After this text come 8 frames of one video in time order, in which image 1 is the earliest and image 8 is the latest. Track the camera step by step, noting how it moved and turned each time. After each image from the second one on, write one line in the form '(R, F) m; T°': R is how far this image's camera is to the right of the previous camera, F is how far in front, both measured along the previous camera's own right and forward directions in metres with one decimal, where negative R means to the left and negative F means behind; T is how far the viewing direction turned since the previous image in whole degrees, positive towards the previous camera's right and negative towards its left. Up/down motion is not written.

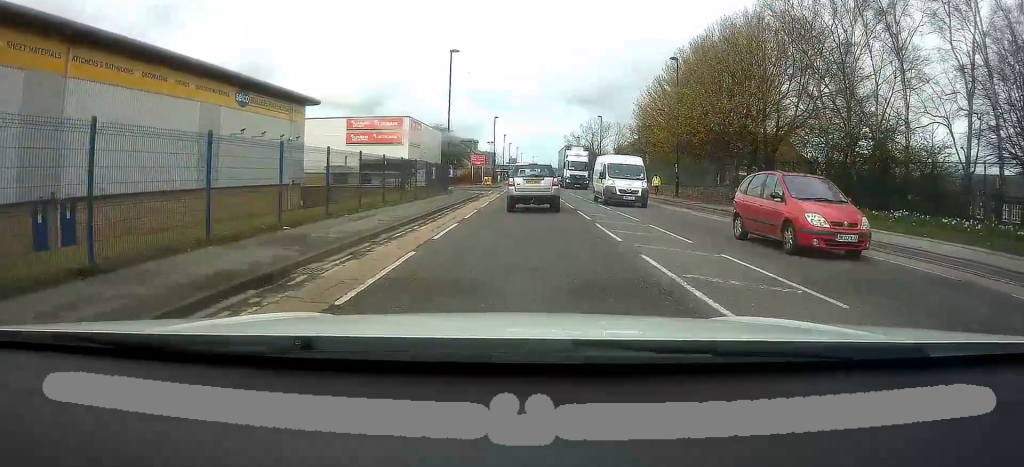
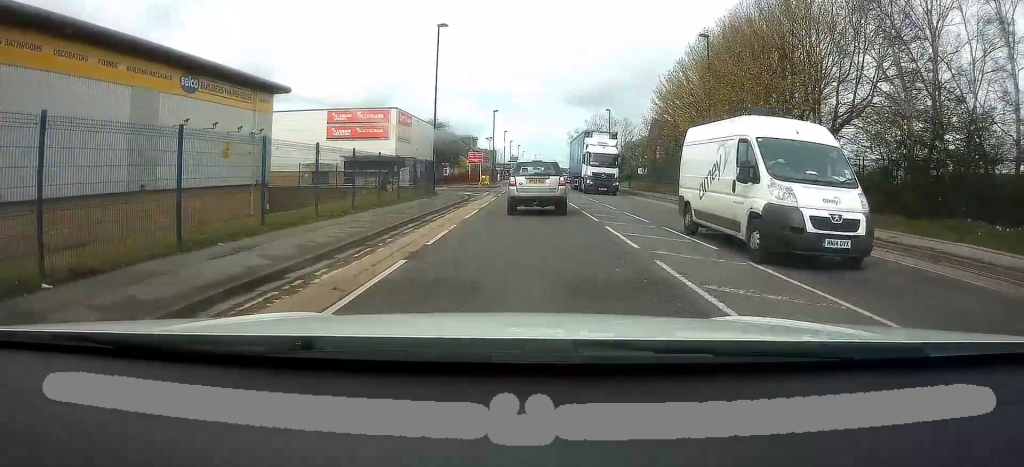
(0.0, +6.6) m; -3°
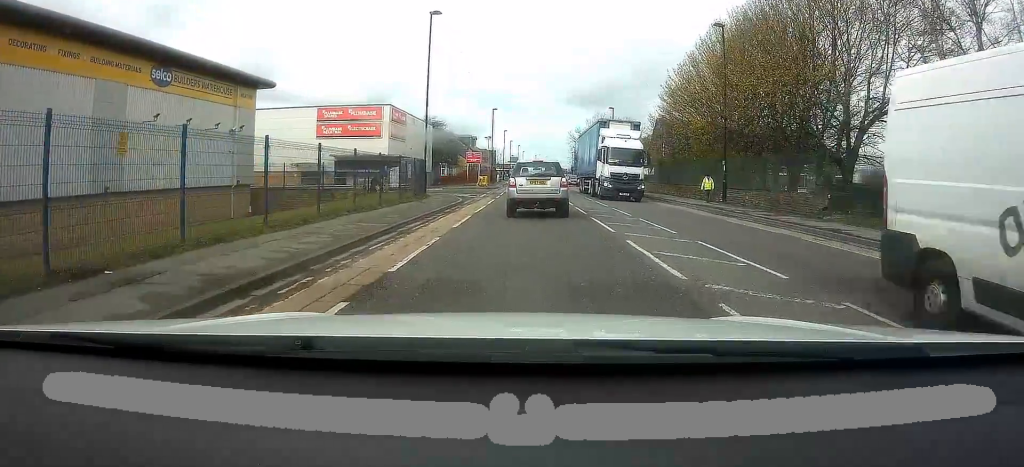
(-0.1, +2.8) m; -1°
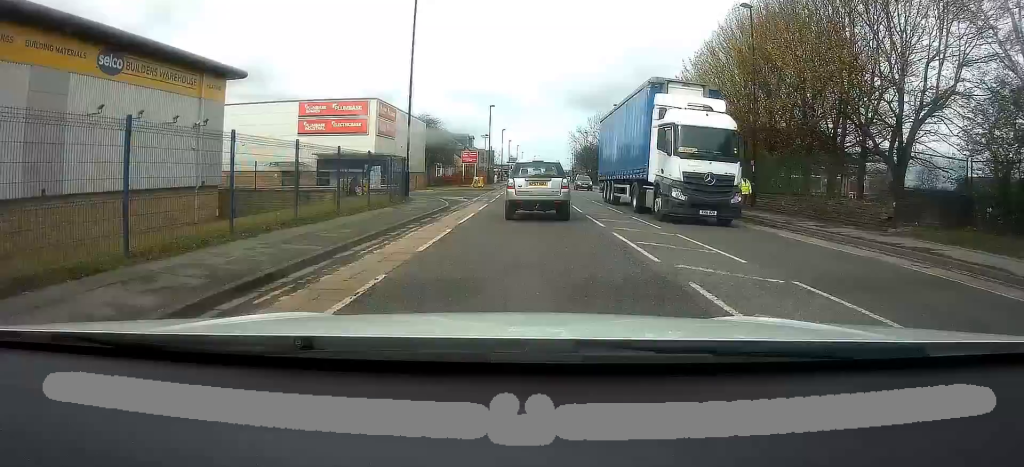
(0.0, +4.3) m; +1°
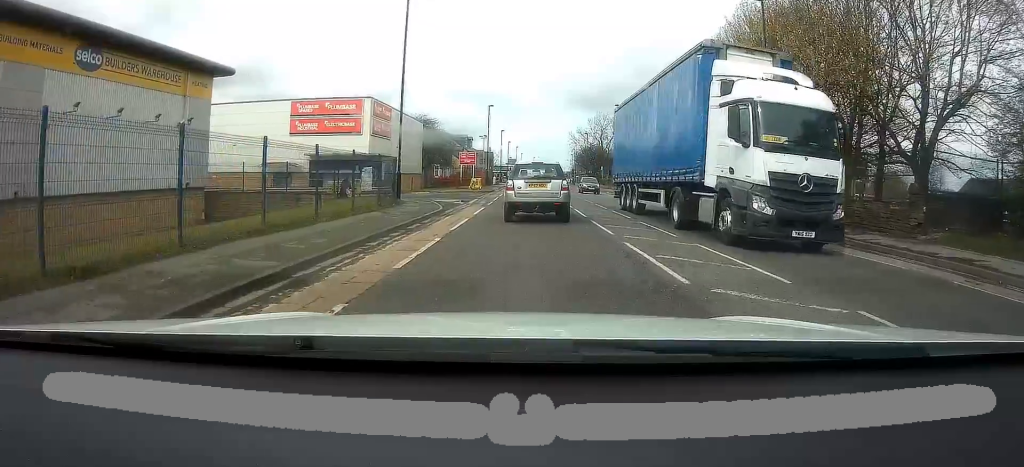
(0.0, +1.7) m; +1°
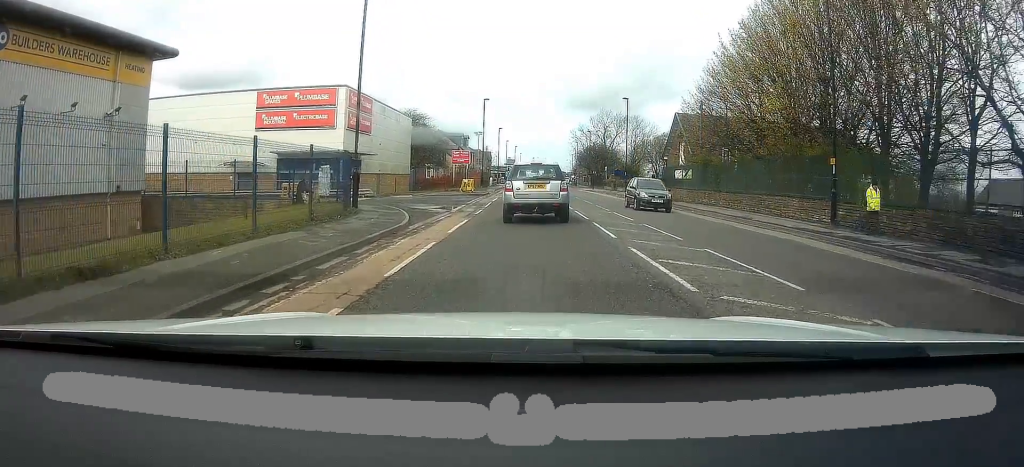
(0.0, +6.3) m; 0°
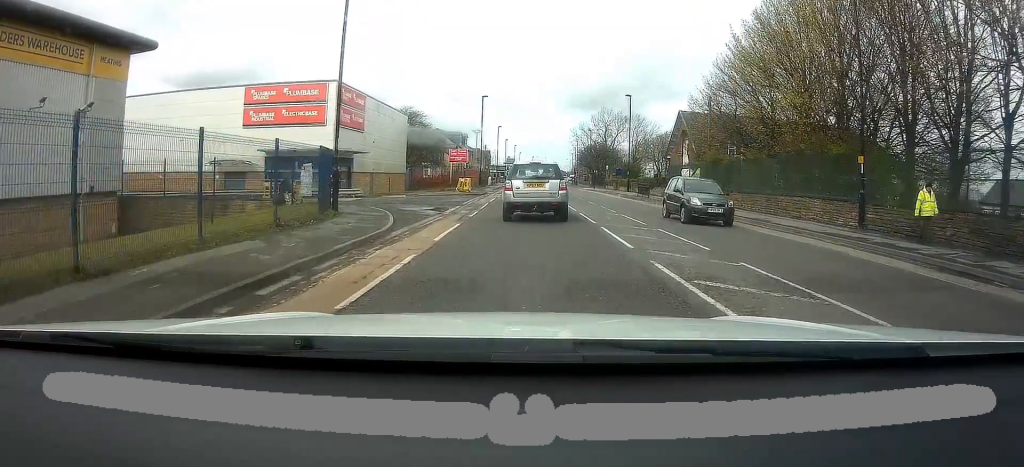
(0.0, +2.0) m; 0°
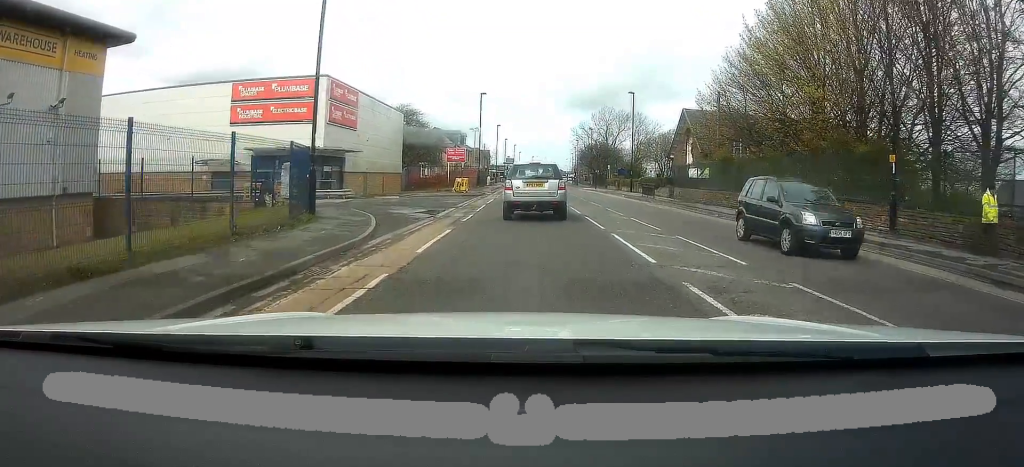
(0.0, +1.9) m; 0°
